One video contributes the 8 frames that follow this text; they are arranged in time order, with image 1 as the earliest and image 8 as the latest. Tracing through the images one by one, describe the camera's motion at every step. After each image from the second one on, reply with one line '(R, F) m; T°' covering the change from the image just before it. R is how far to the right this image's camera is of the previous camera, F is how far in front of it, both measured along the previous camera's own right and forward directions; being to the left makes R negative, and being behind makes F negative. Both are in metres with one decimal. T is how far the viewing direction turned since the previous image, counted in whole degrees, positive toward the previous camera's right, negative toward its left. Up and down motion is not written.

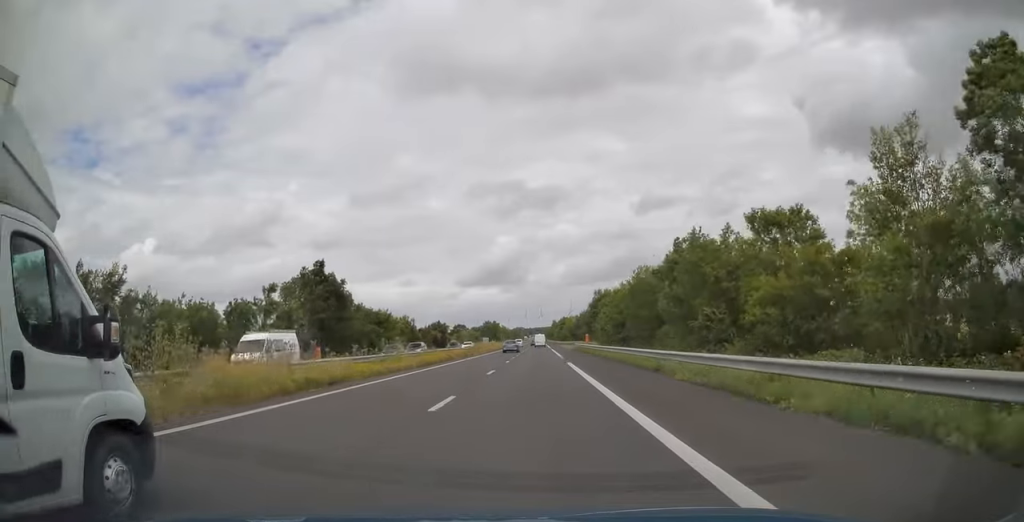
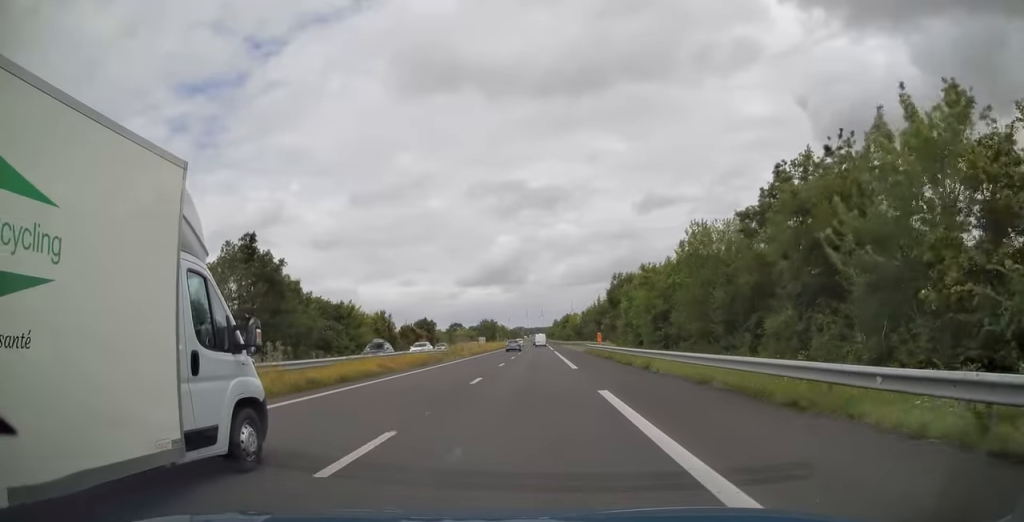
(0.0, +18.8) m; 0°
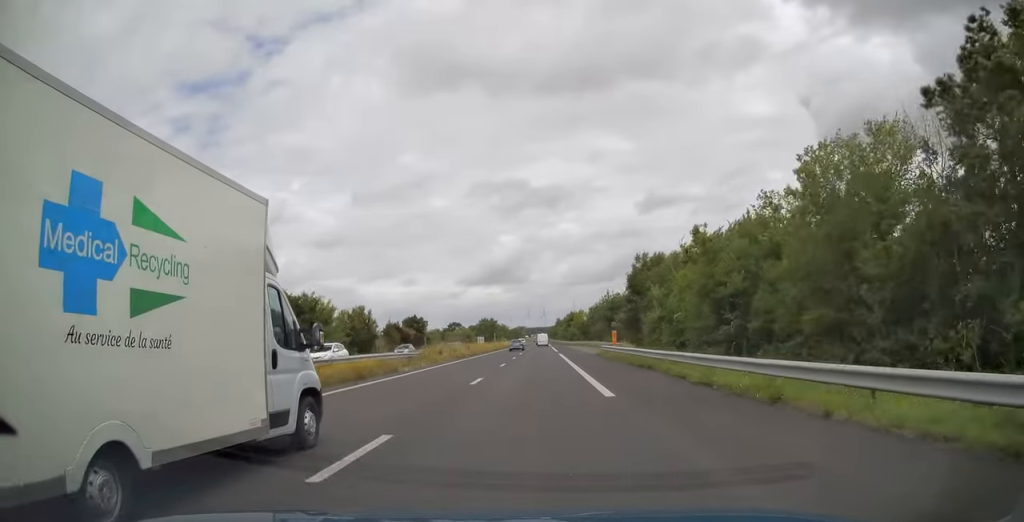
(-0.1, +13.4) m; 0°
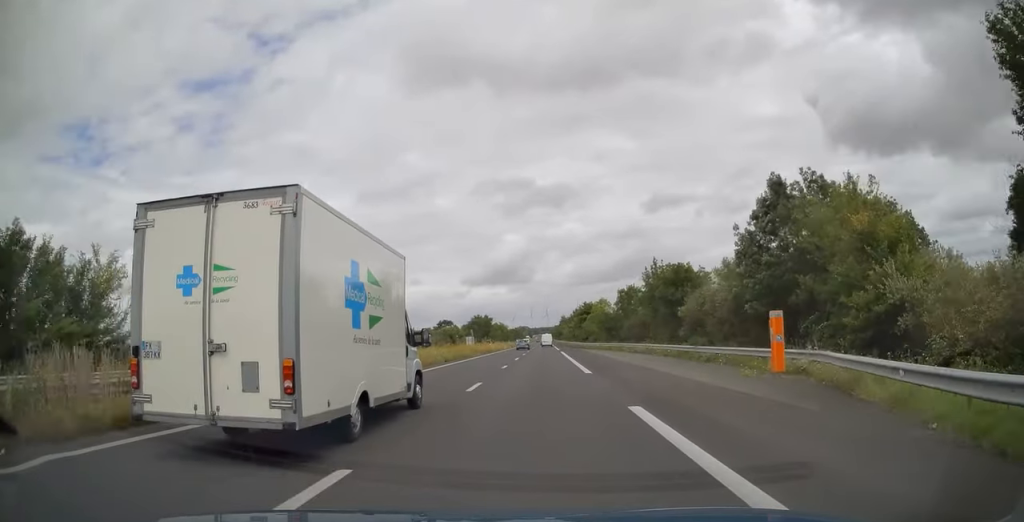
(-0.2, +41.4) m; 0°
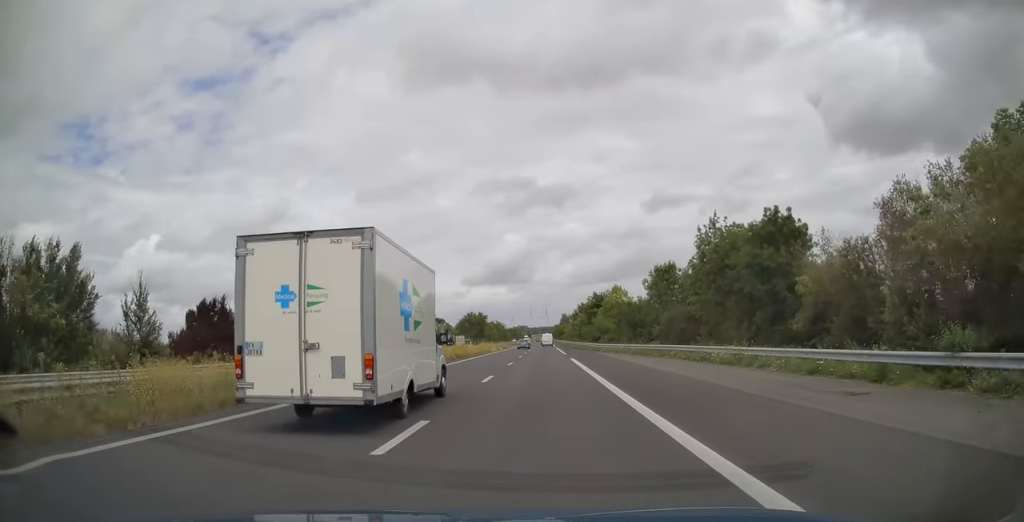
(0.0, +22.0) m; 0°
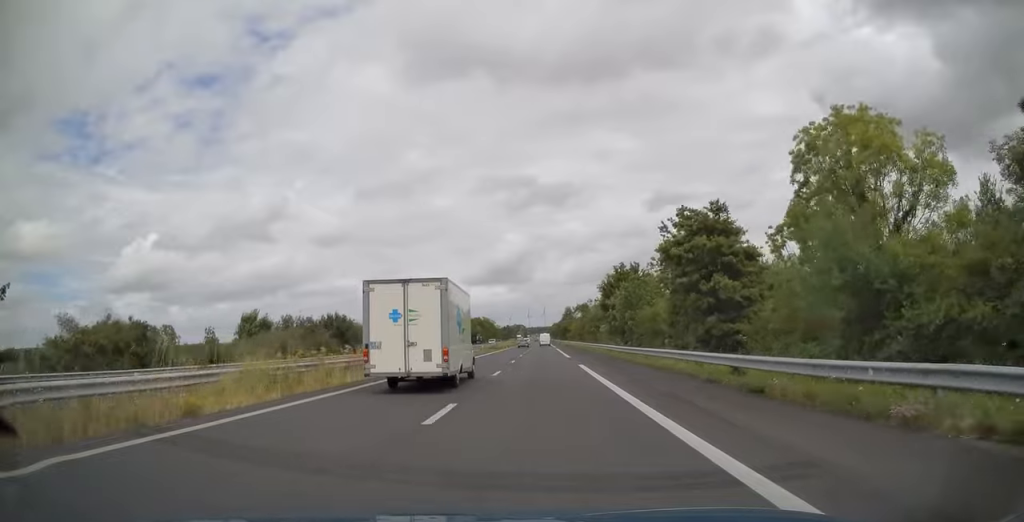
(+0.2, +61.6) m; 0°
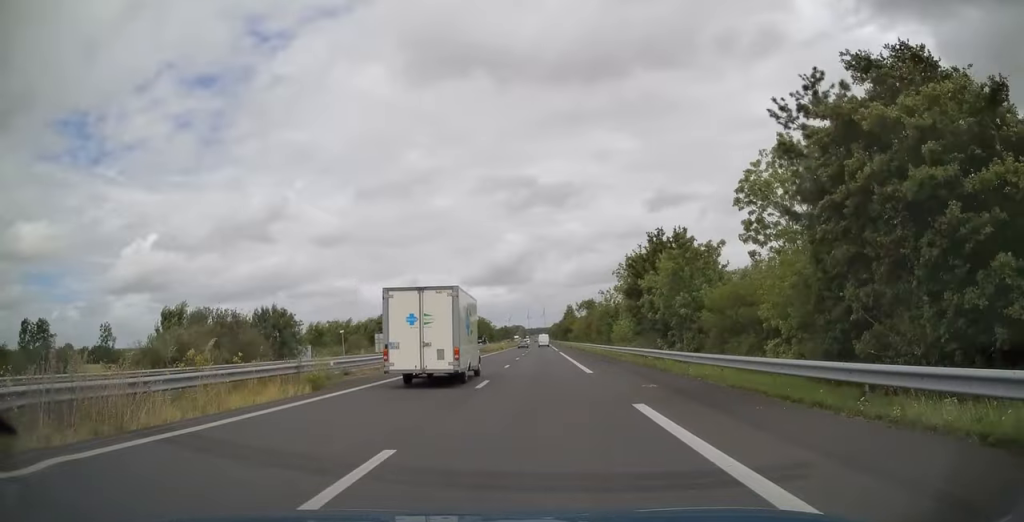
(0.0, +18.1) m; 0°
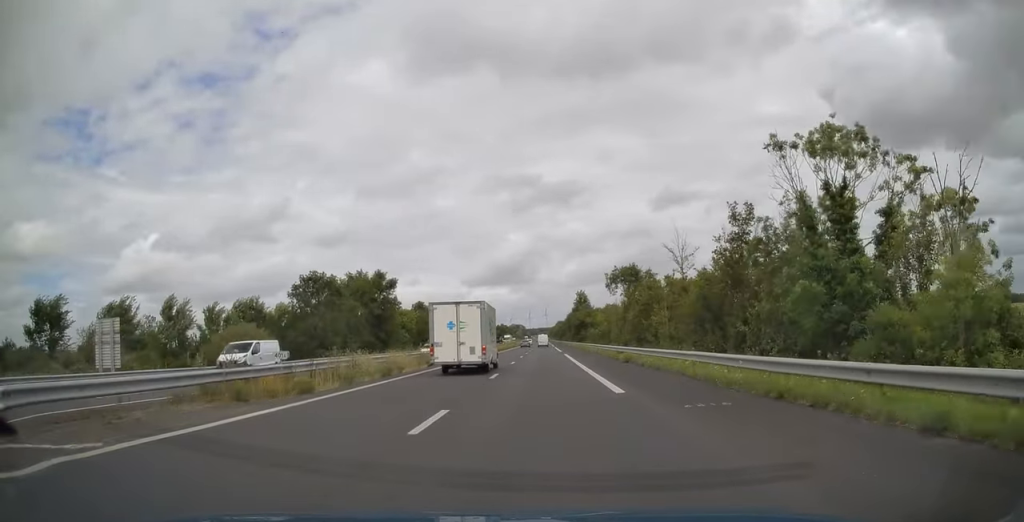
(-0.1, +60.5) m; 0°
